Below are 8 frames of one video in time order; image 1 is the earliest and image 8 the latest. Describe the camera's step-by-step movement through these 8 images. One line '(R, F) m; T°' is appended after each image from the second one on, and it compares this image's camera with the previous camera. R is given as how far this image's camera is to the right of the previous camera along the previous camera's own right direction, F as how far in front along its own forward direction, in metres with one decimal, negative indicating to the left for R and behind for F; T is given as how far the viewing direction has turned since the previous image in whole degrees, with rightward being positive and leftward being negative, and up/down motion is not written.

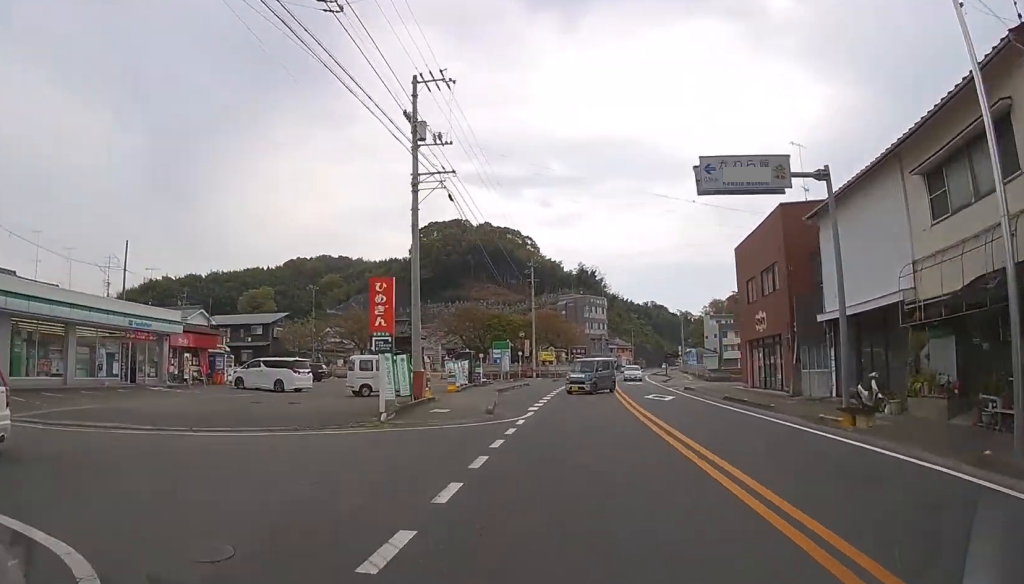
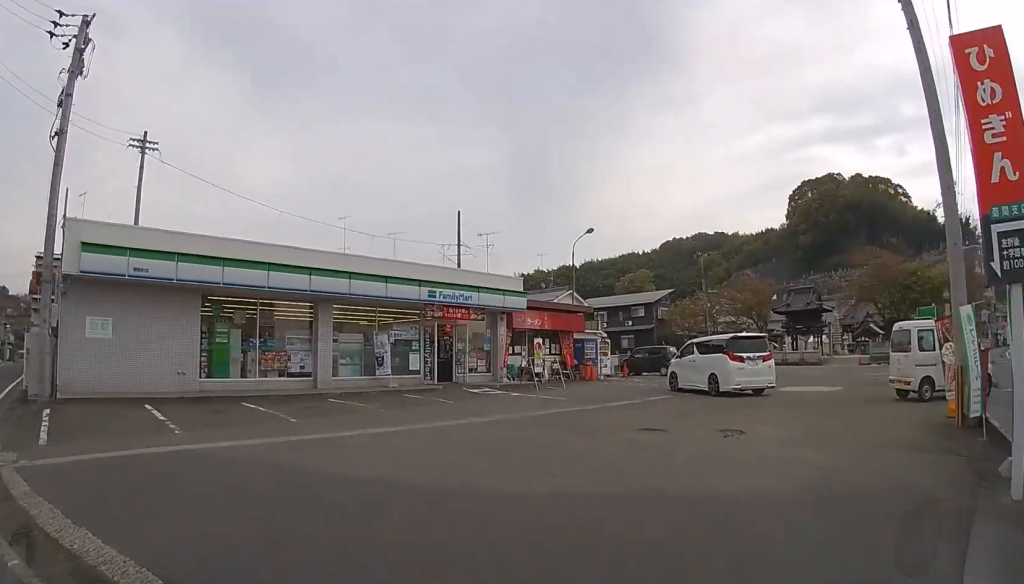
(-1.5, +7.5) m; -8°
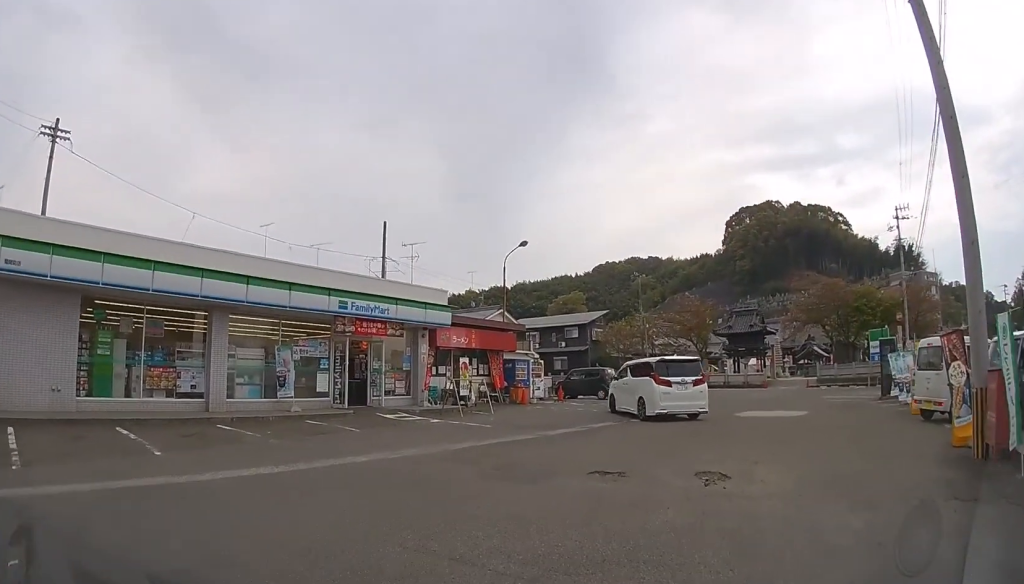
(+0.2, +4.1) m; +5°
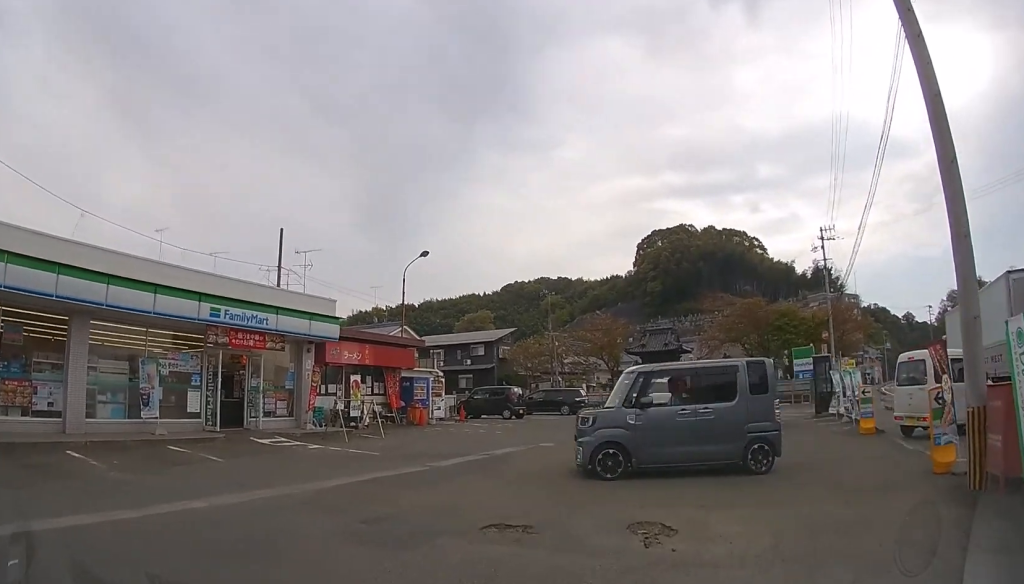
(+0.8, +7.9) m; +10°
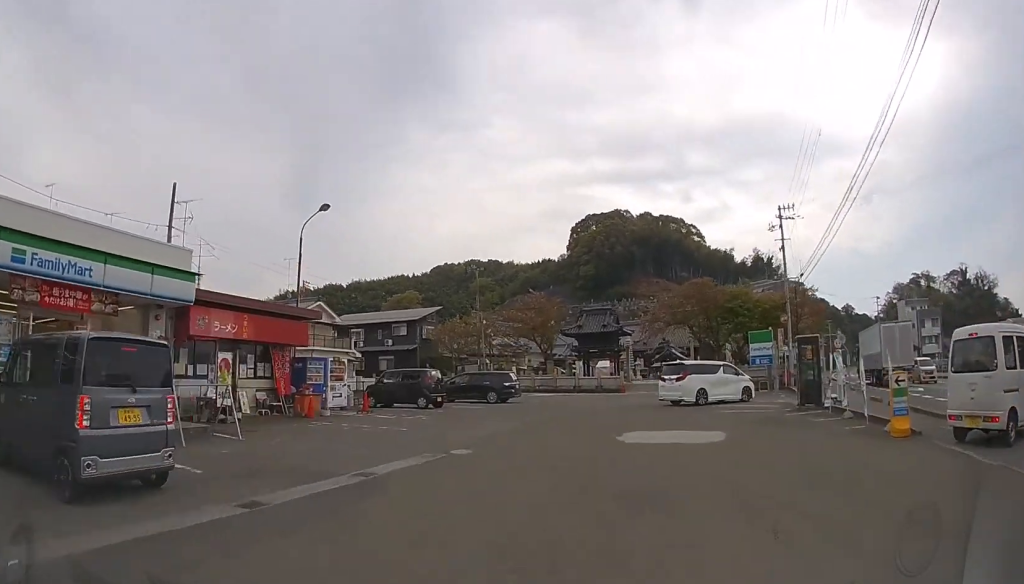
(+0.2, +4.0) m; +3°
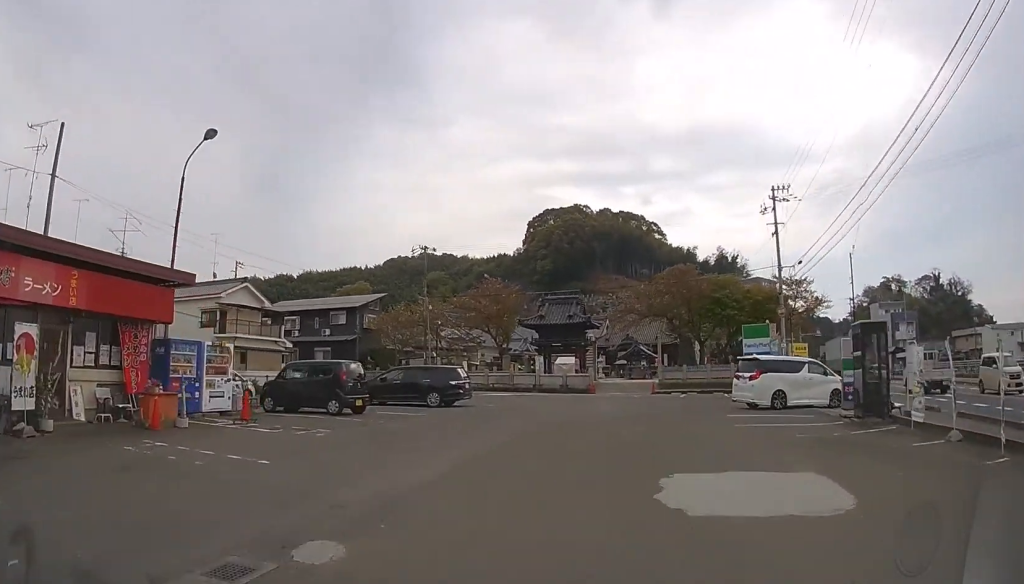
(0.0, +2.9) m; +1°
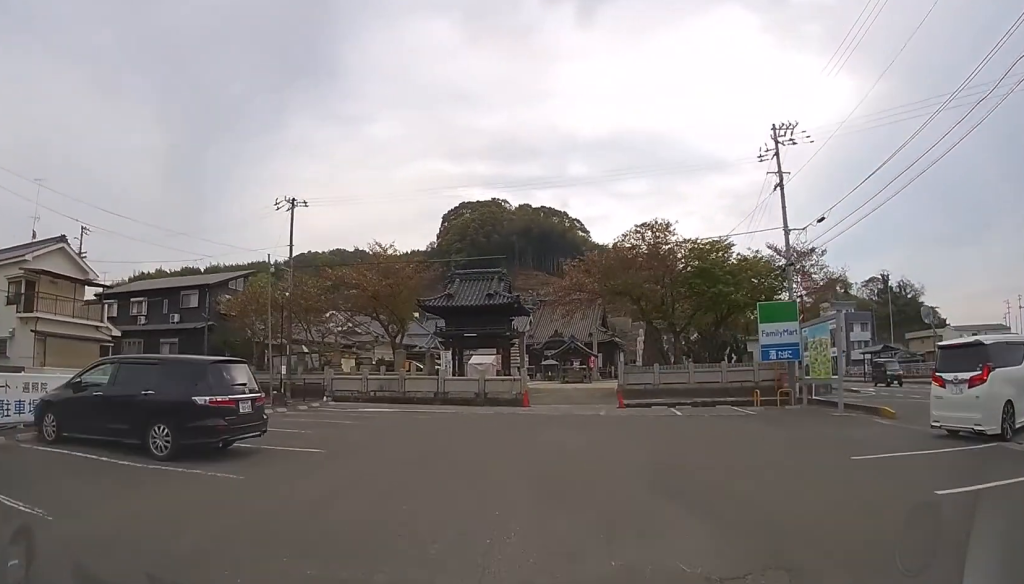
(+0.1, +4.8) m; +2°
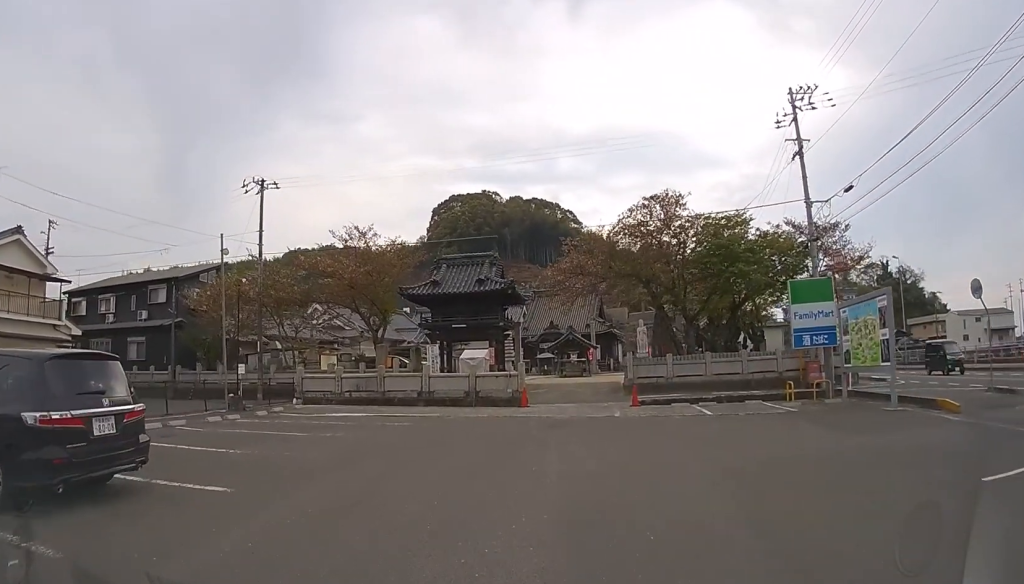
(+0.1, +4.8) m; +3°
